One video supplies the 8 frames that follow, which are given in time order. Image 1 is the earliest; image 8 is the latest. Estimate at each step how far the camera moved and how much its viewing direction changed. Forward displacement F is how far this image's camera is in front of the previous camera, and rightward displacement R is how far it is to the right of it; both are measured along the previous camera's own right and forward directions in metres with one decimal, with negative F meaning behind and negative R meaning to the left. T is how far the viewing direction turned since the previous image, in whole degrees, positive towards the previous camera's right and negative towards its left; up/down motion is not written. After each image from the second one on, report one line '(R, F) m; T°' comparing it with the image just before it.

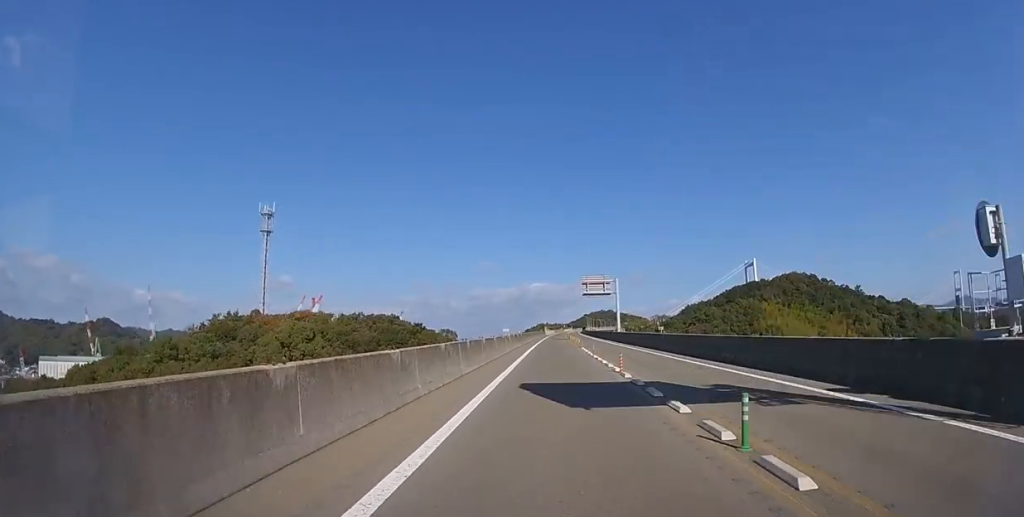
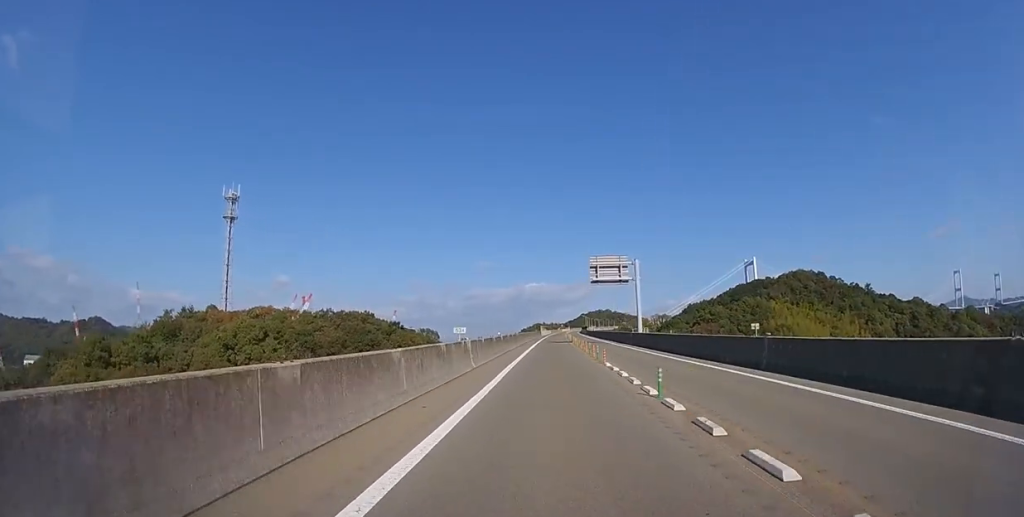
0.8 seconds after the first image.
(0.0, +15.5) m; 0°
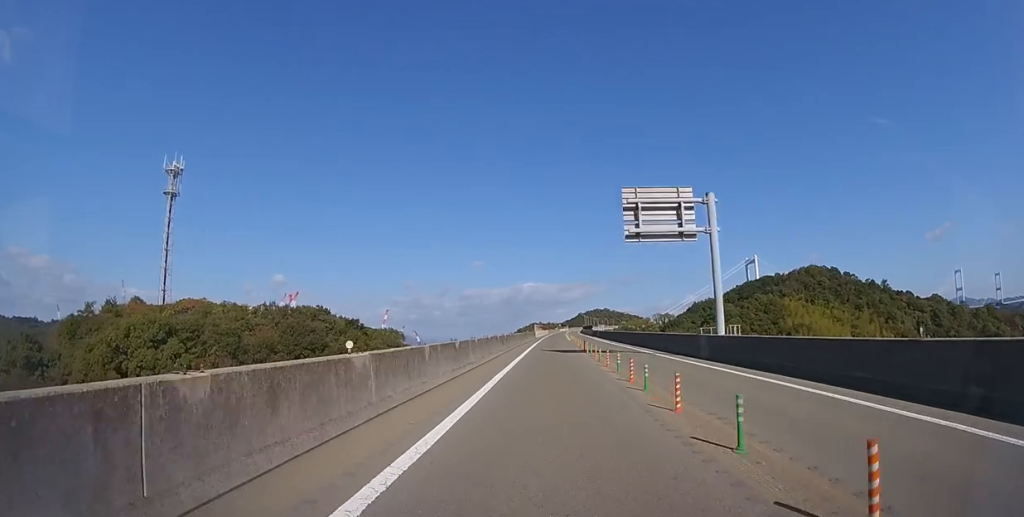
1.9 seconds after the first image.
(+0.1, +21.4) m; 0°
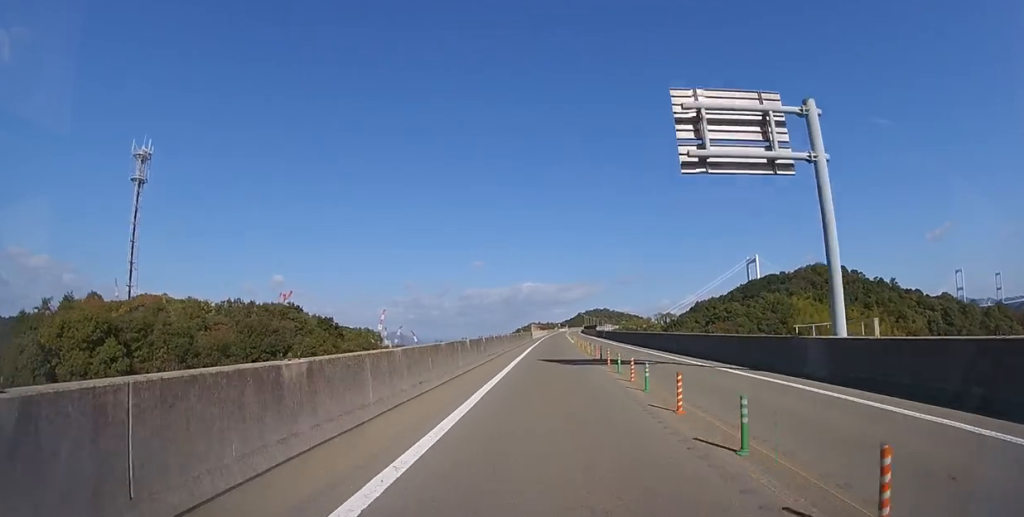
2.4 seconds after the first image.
(0.0, +10.4) m; 0°
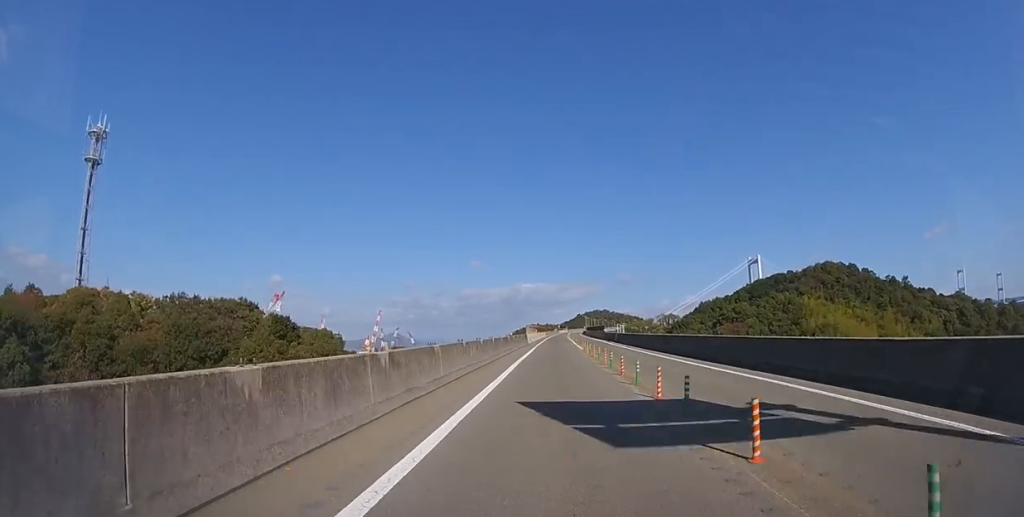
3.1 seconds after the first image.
(0.0, +13.1) m; 0°
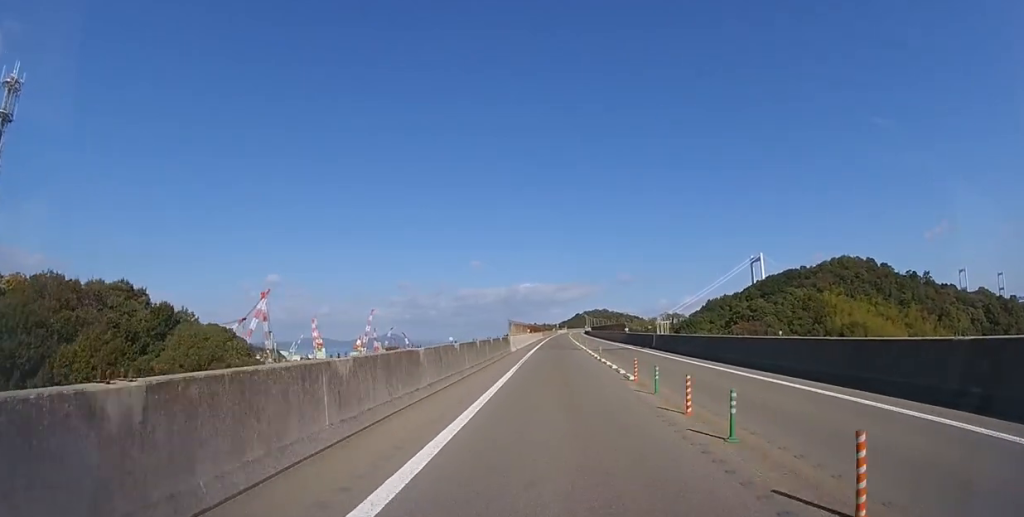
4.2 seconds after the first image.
(0.0, +21.6) m; 0°
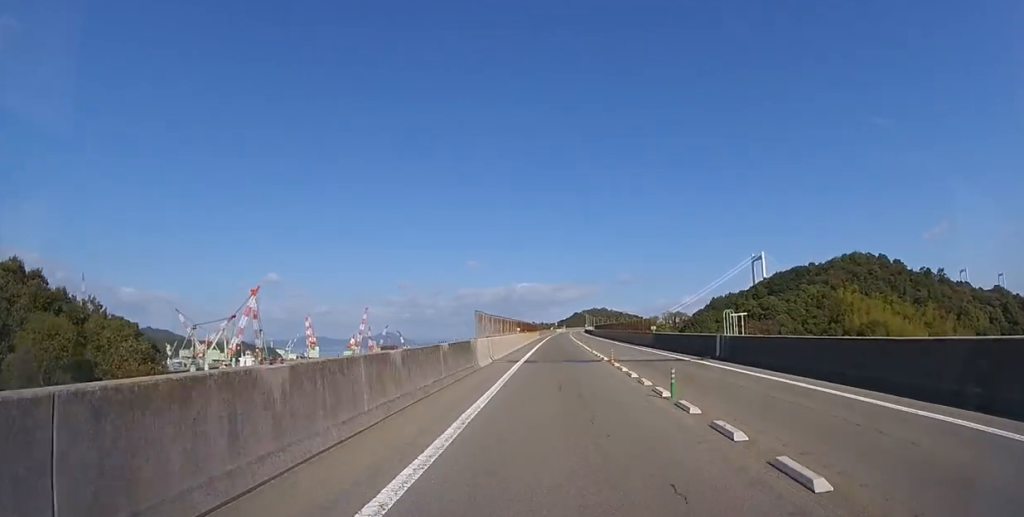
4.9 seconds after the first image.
(0.0, +13.8) m; 0°
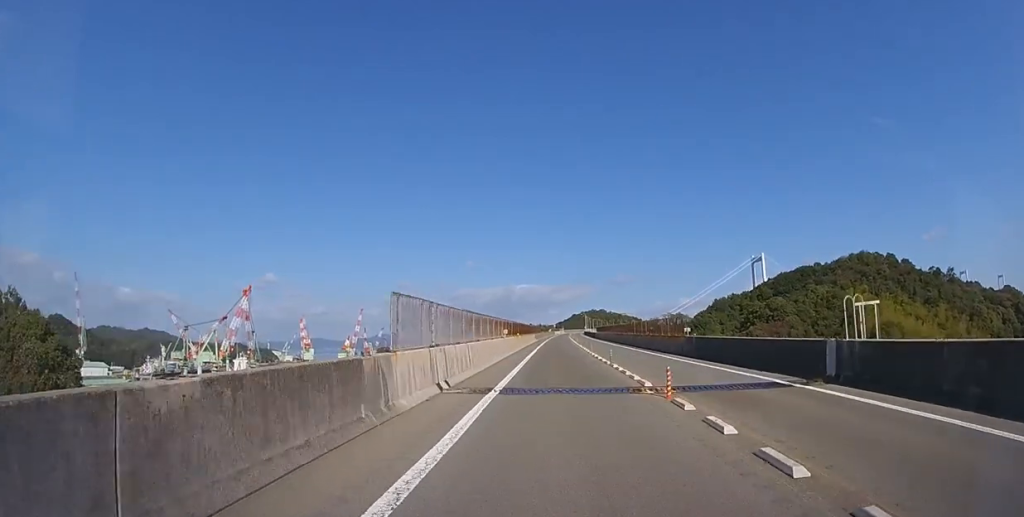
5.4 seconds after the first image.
(0.0, +9.9) m; 0°
